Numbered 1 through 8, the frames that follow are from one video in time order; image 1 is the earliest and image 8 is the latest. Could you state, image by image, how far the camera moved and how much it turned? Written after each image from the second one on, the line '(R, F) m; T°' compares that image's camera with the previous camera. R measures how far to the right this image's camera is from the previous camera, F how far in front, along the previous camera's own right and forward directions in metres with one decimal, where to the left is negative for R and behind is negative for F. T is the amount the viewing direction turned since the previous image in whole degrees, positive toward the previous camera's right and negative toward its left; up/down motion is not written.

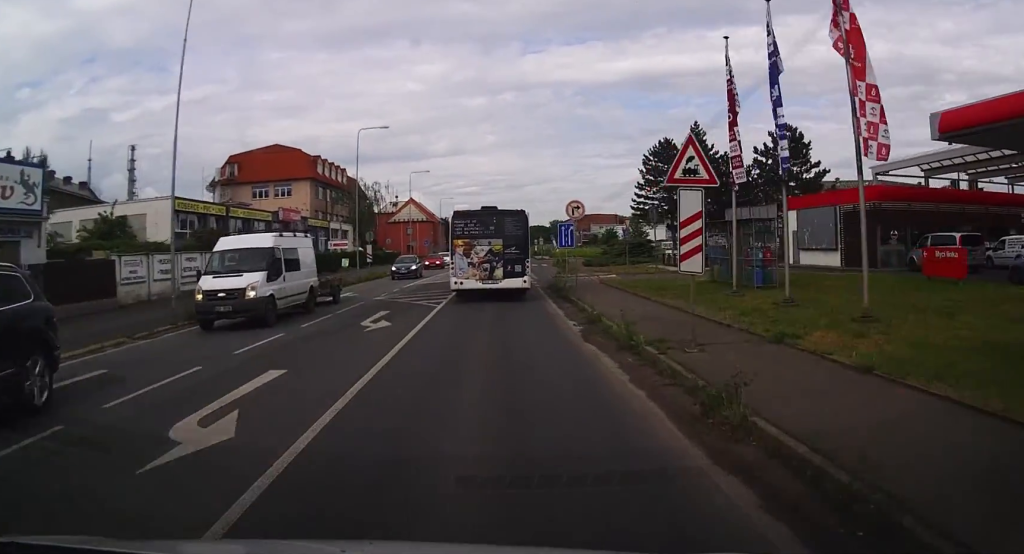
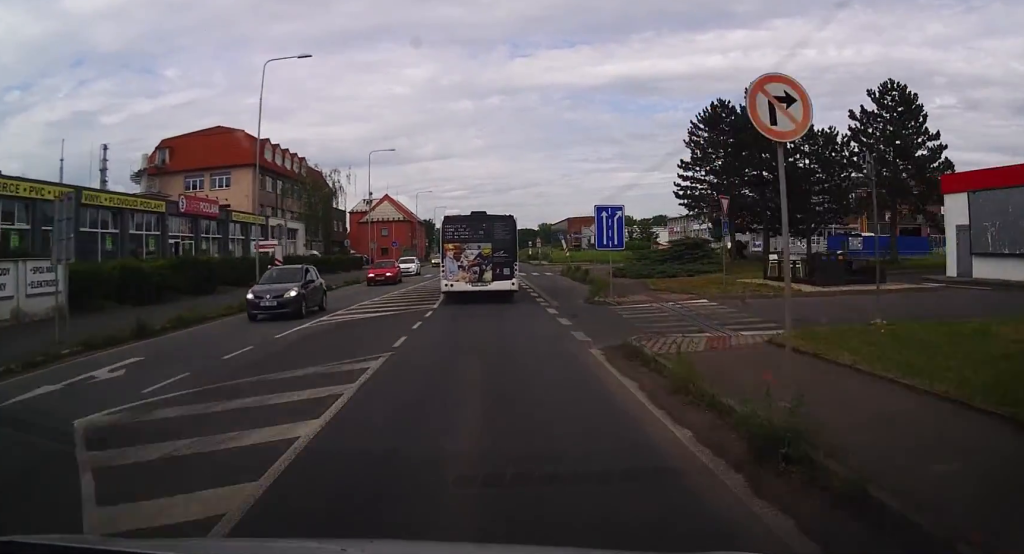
(-0.4, +18.8) m; +1°
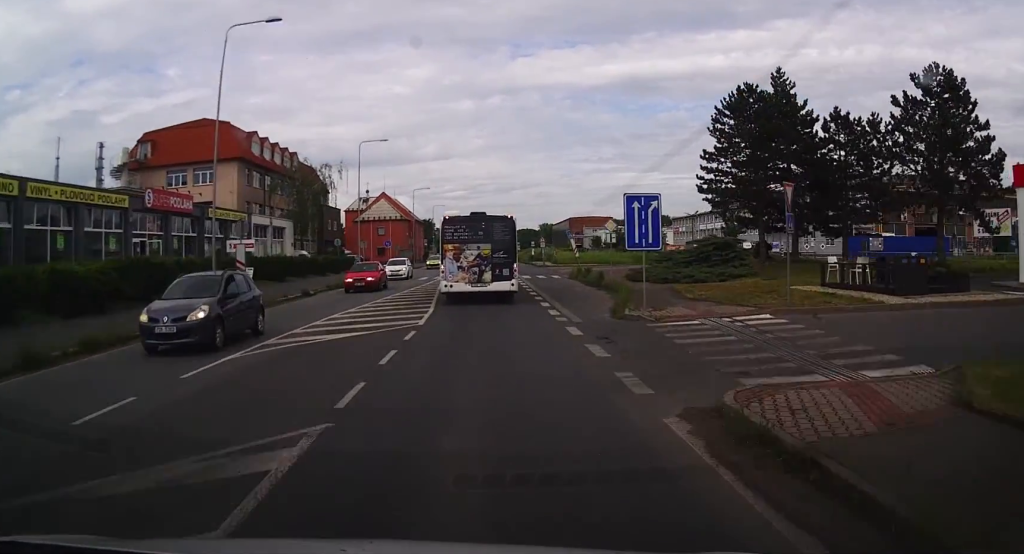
(+0.2, +4.7) m; +1°
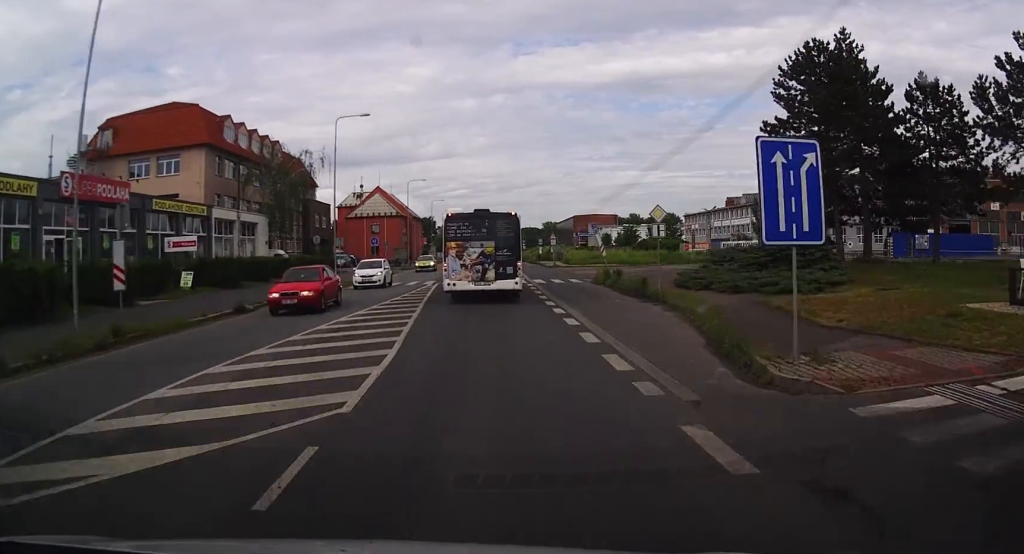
(+0.2, +8.7) m; +1°
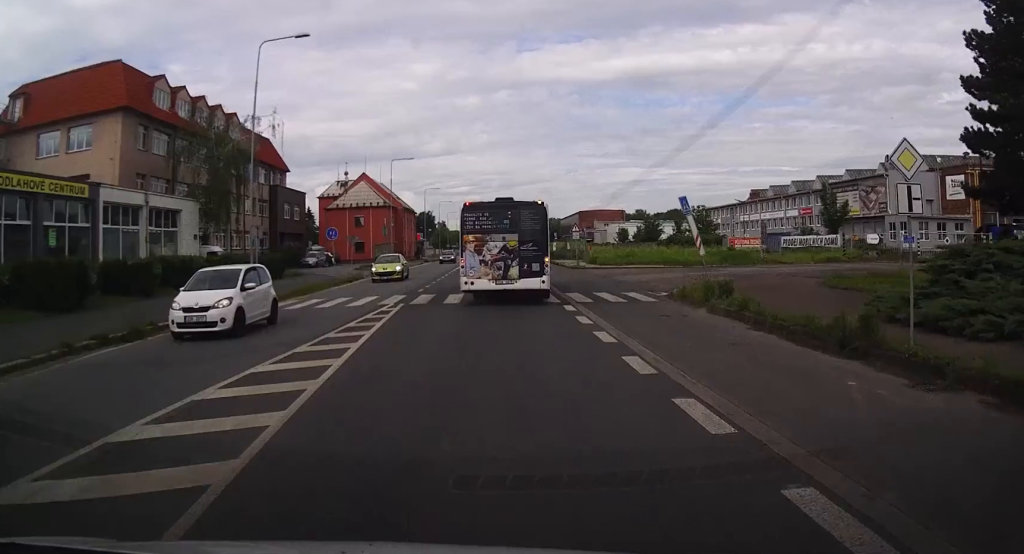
(-0.2, +14.8) m; -1°
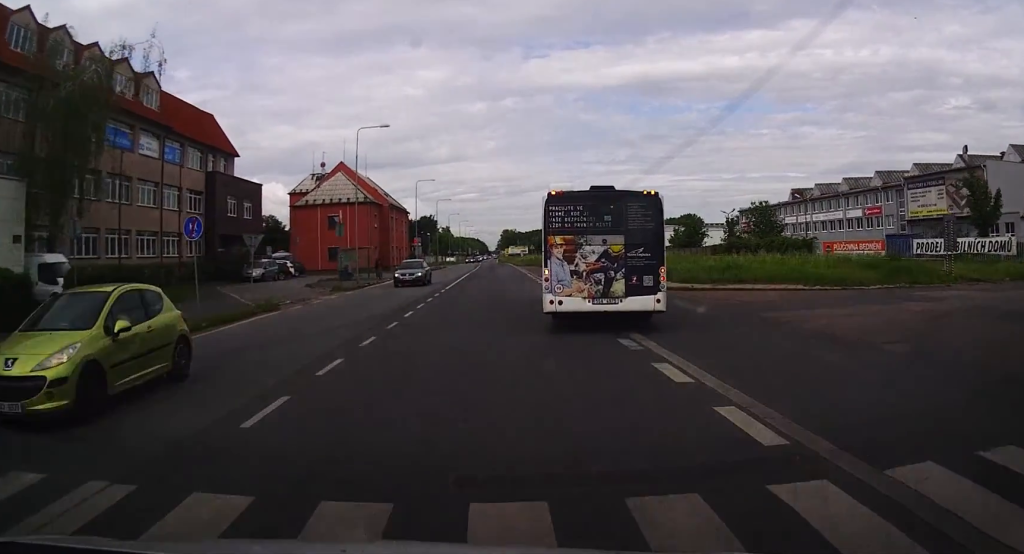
(+0.1, +21.1) m; 0°
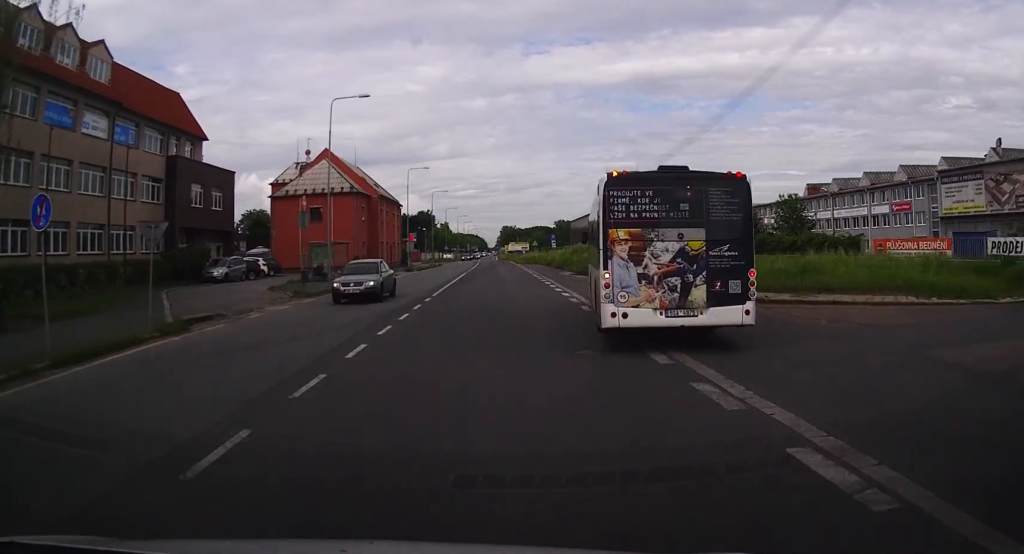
(-0.1, +8.0) m; -1°
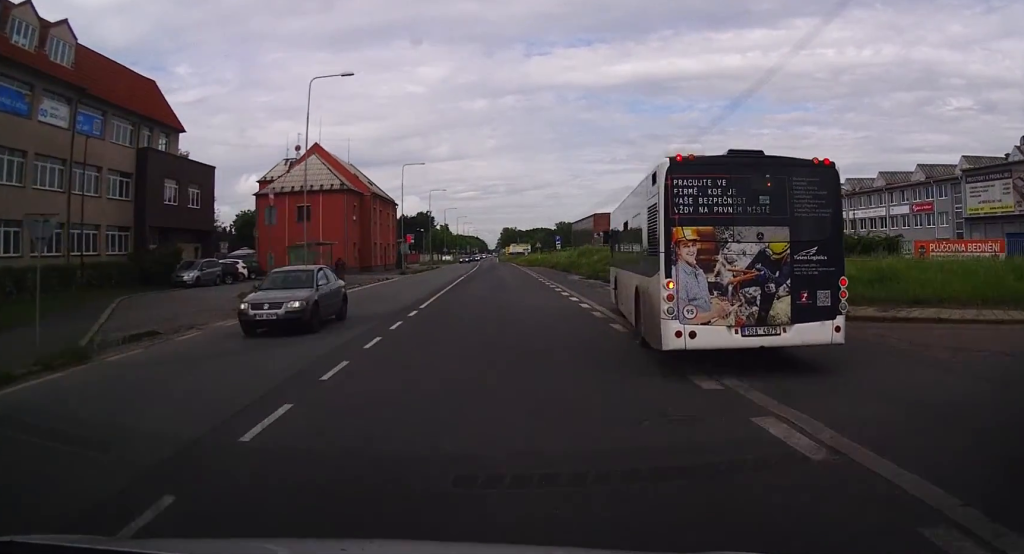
(0.0, +4.9) m; 0°
